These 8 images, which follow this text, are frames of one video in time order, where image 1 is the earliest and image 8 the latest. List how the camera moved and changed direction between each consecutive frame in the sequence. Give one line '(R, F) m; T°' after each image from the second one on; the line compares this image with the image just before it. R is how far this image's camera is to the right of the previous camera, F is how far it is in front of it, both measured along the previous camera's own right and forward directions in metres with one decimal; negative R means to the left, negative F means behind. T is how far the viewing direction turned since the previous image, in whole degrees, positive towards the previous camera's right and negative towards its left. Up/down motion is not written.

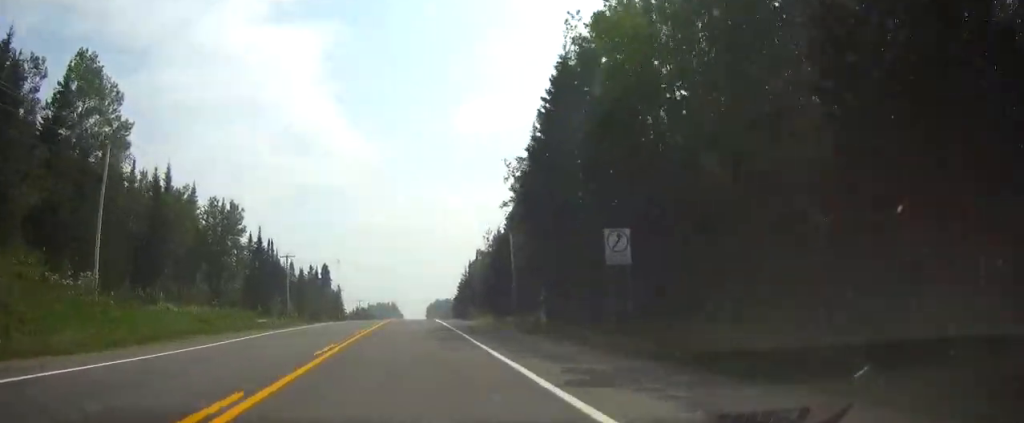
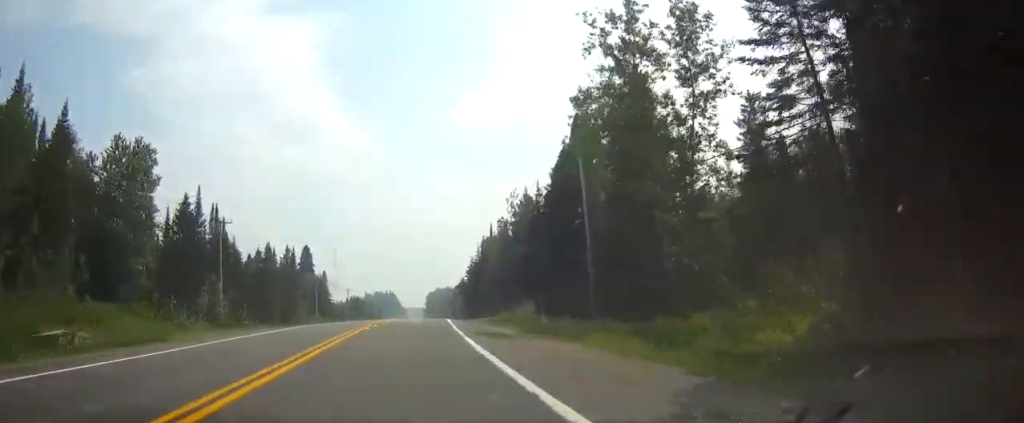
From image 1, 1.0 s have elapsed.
(0.0, +32.7) m; 0°
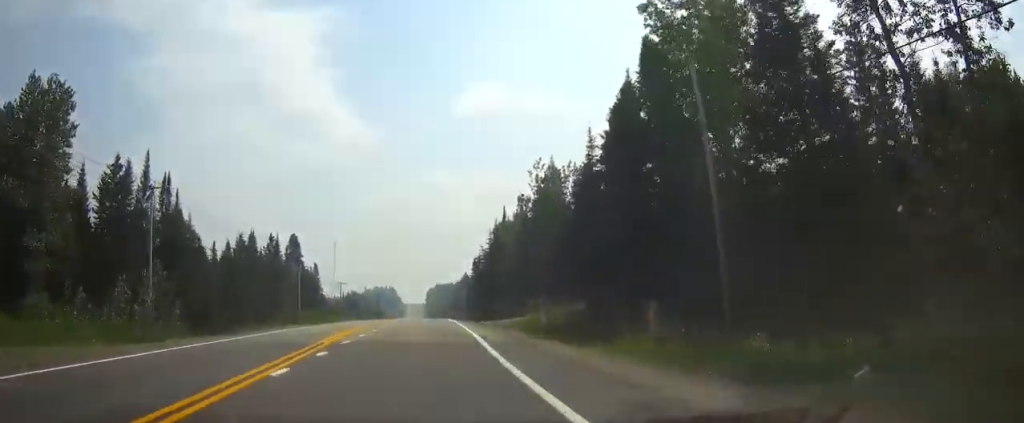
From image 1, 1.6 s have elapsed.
(0.0, +17.8) m; 0°
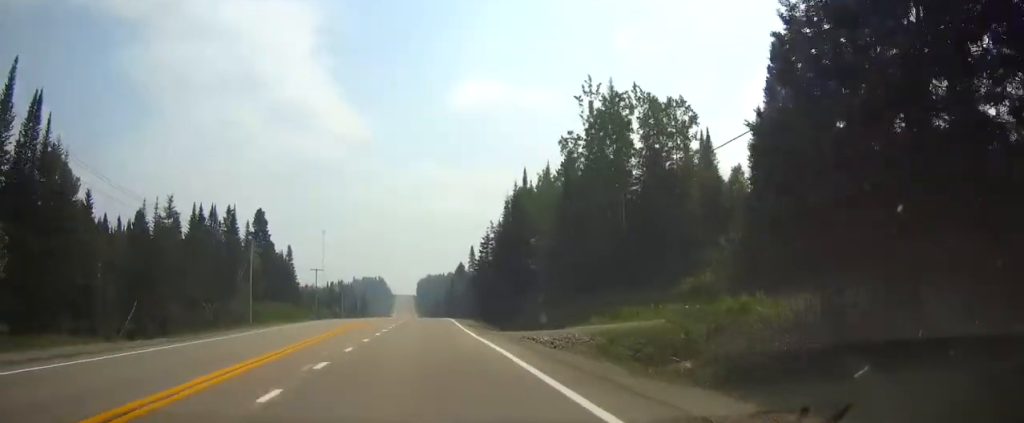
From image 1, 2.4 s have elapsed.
(0.0, +26.0) m; 0°
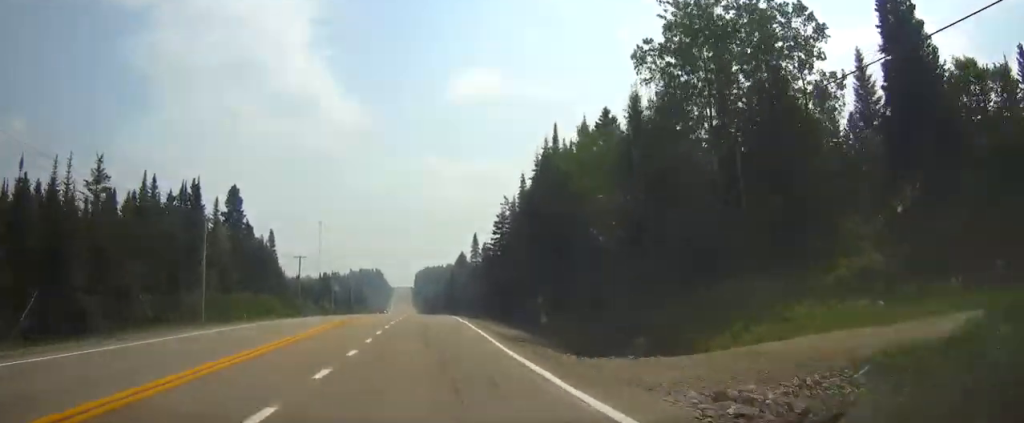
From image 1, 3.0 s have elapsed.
(+0.1, +17.5) m; 0°
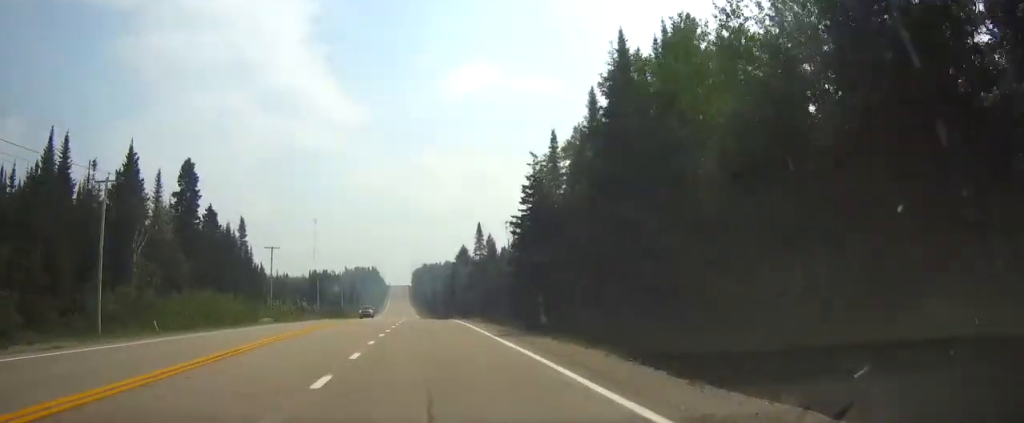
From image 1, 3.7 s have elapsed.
(+0.1, +21.6) m; 0°
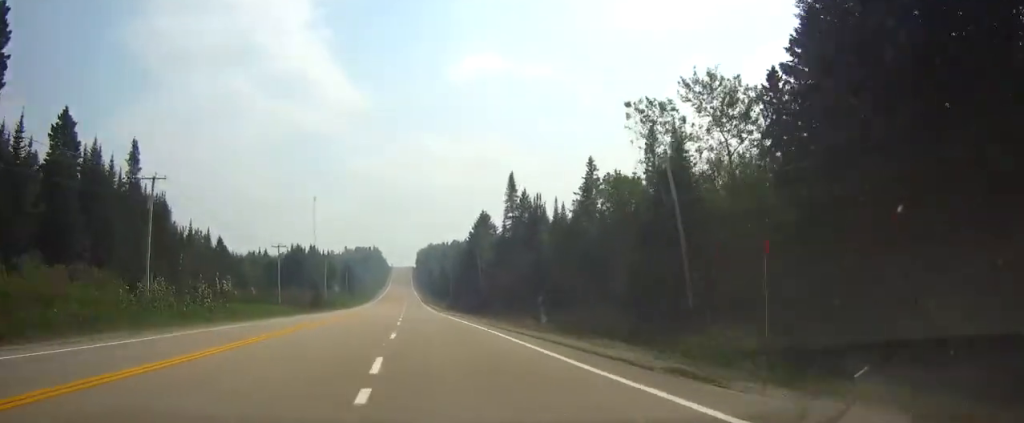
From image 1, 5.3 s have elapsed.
(+0.1, +49.9) m; 0°
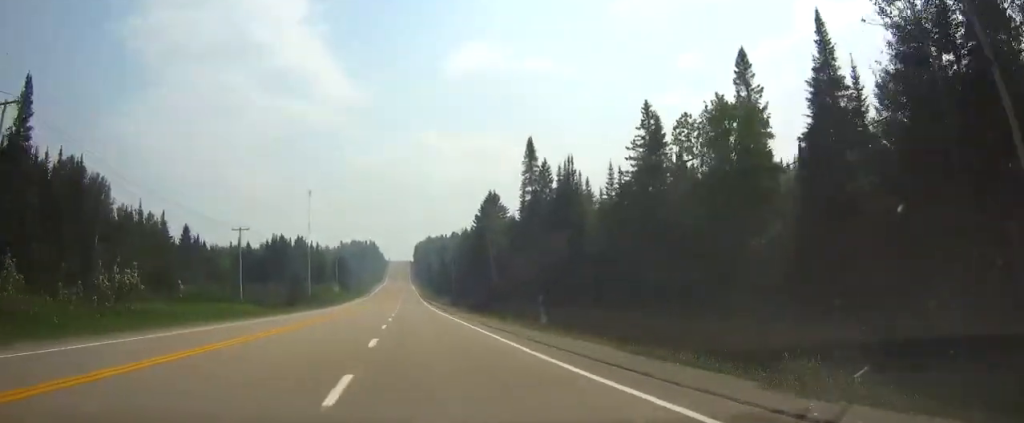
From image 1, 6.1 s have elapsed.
(-0.1, +23.2) m; 0°
